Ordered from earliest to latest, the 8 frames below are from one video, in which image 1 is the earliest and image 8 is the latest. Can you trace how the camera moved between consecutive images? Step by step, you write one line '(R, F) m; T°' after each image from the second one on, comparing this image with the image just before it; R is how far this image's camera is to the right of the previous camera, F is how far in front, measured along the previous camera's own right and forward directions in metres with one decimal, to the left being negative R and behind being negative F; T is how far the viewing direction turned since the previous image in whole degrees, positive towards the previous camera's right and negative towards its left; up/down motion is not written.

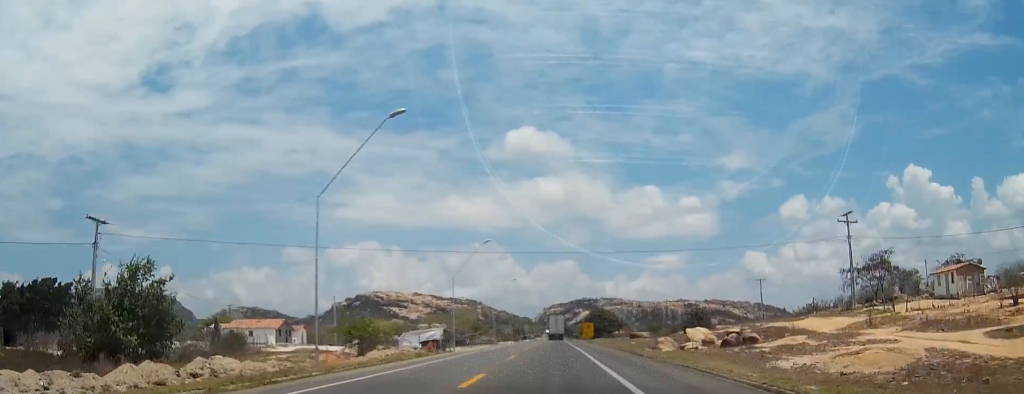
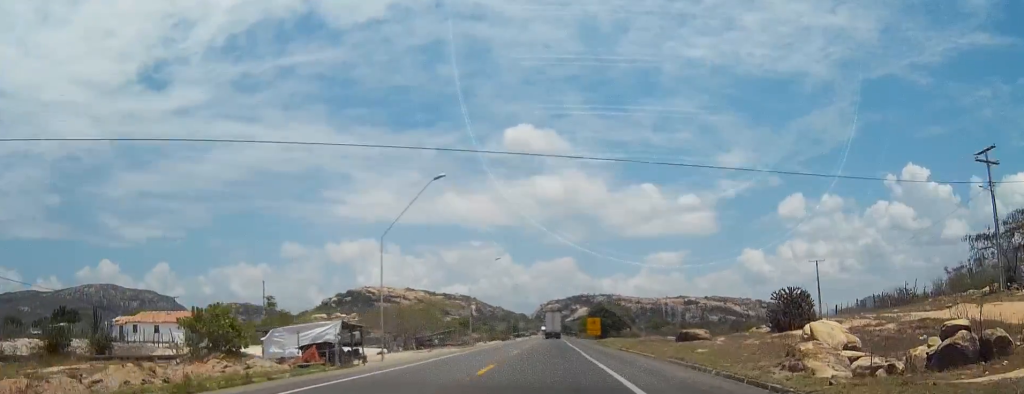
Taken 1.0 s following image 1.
(0.0, +28.2) m; 0°
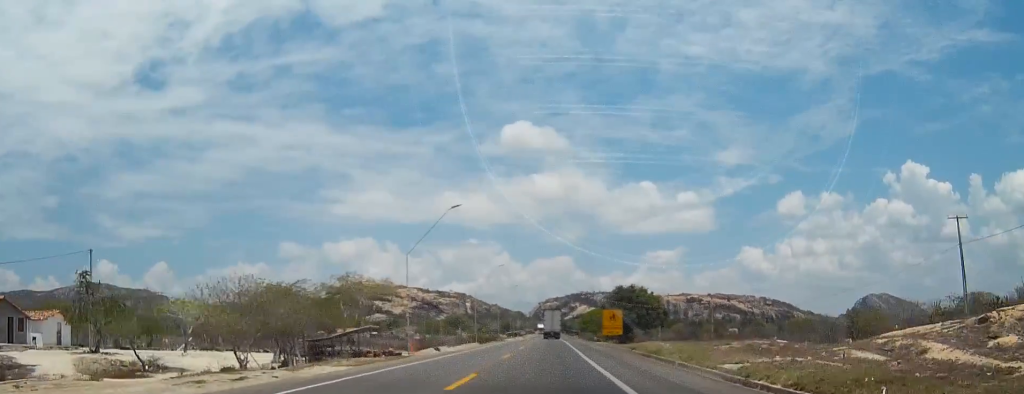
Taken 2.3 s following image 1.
(0.0, +36.5) m; 0°
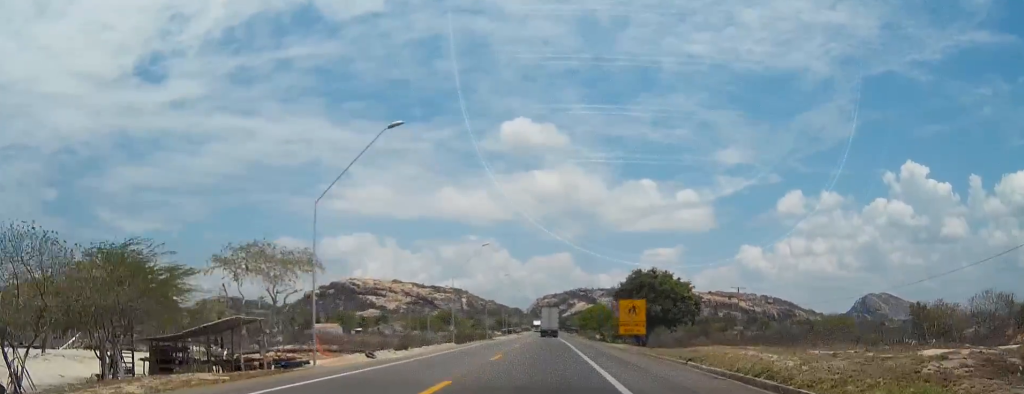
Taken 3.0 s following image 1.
(0.0, +19.6) m; 0°
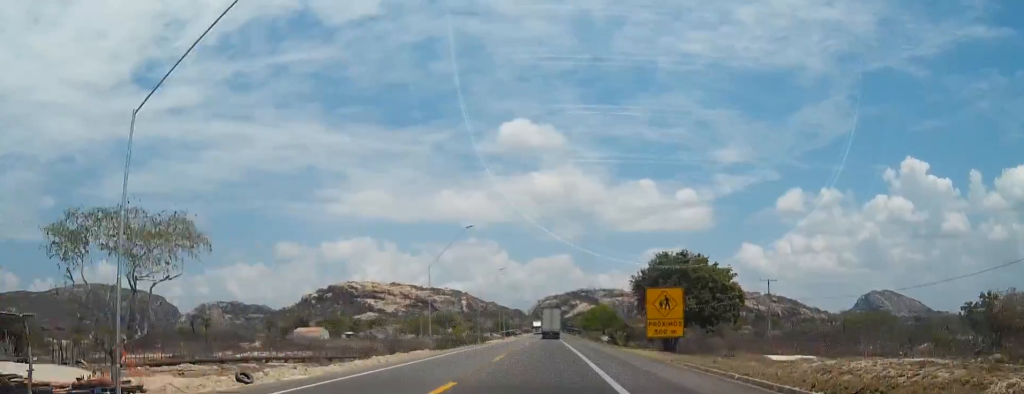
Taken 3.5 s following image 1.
(0.0, +14.9) m; 0°
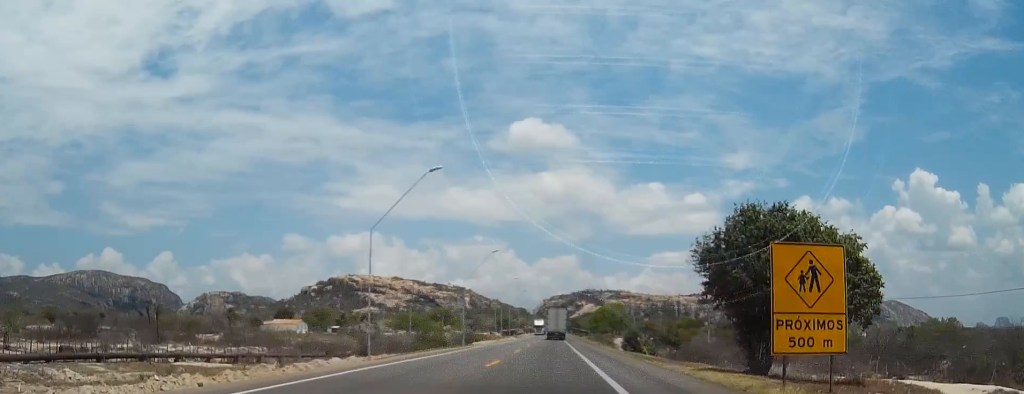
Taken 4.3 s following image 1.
(0.0, +21.4) m; 0°
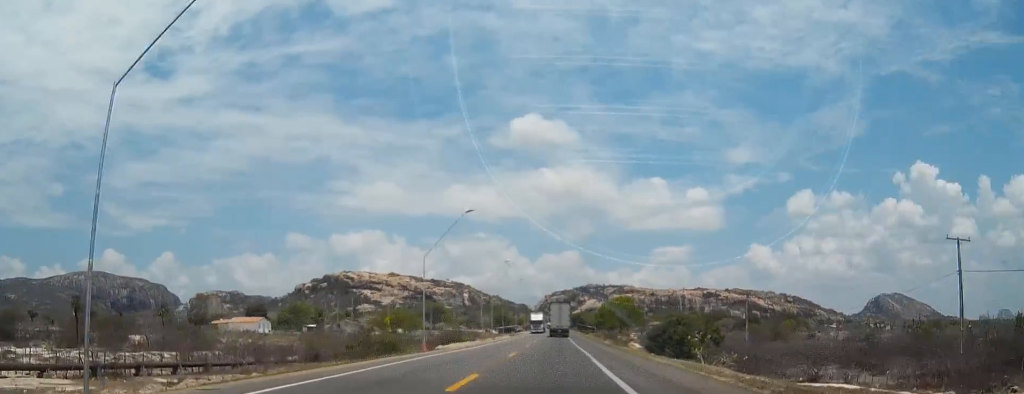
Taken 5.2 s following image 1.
(0.0, +25.1) m; 0°
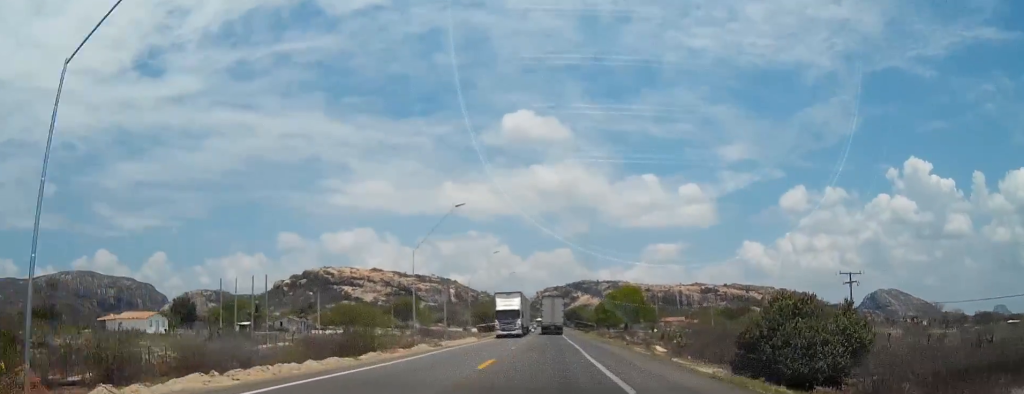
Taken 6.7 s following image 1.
(+0.1, +41.8) m; 0°
